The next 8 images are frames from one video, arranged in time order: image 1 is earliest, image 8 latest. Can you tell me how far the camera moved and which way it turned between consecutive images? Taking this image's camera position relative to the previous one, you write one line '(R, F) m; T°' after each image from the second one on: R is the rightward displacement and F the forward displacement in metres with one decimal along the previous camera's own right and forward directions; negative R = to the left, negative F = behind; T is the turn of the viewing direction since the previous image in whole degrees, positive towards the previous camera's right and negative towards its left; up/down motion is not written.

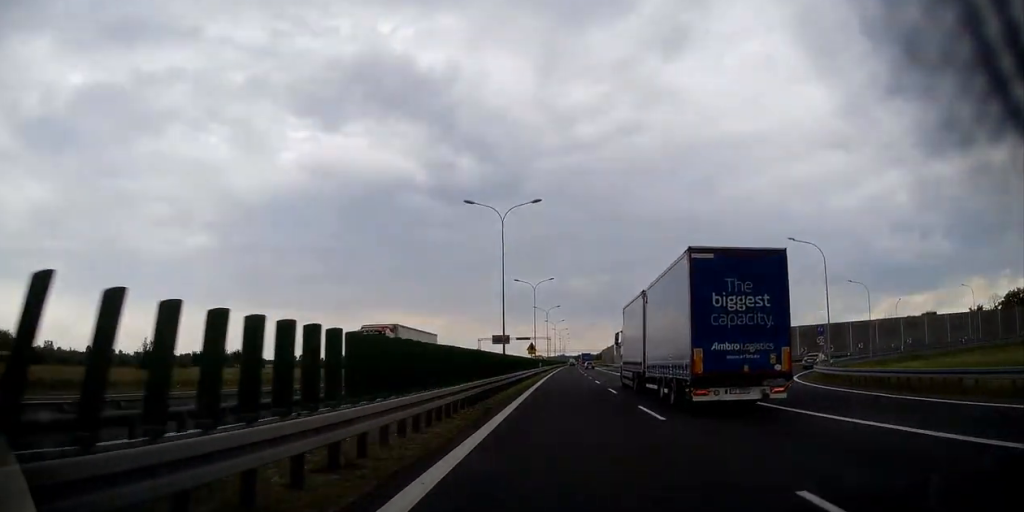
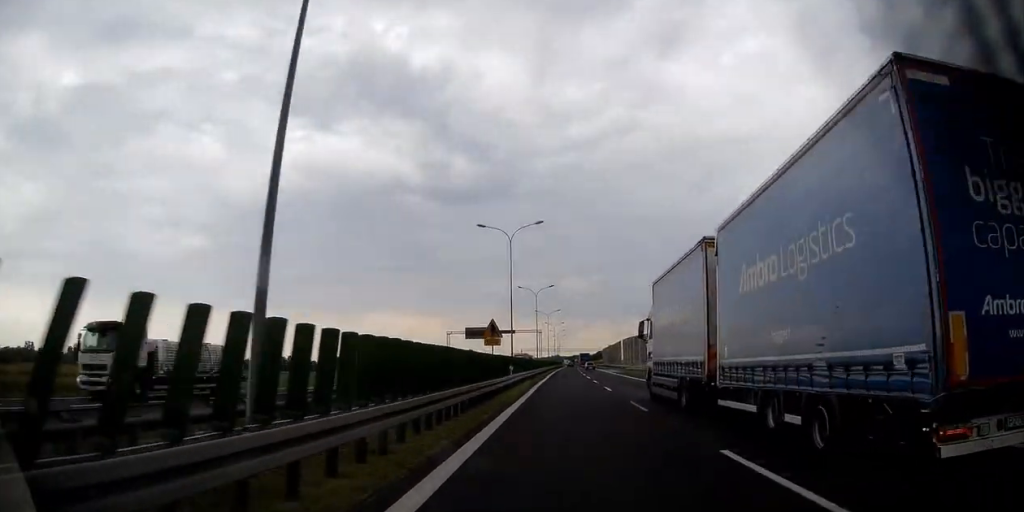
(+0.4, +33.1) m; +1°
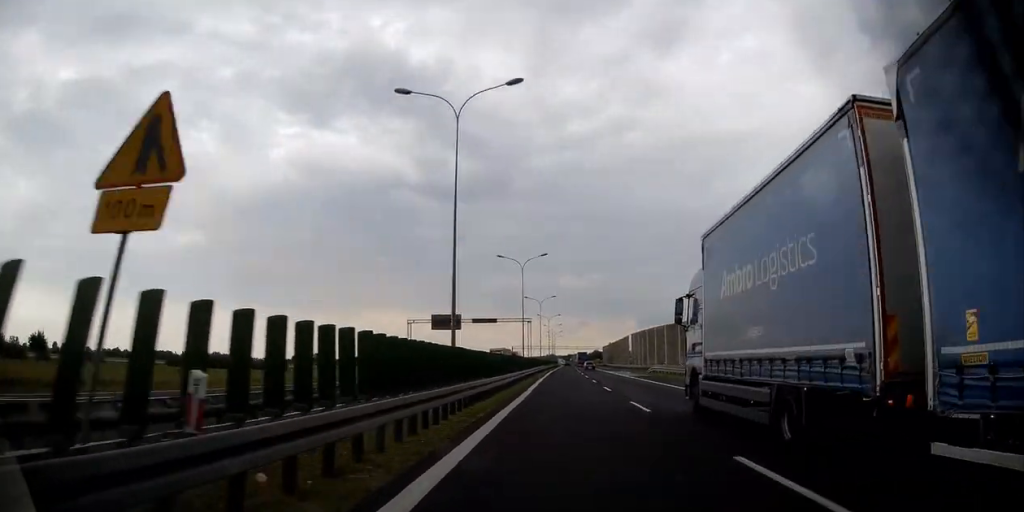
(+0.1, +24.9) m; 0°
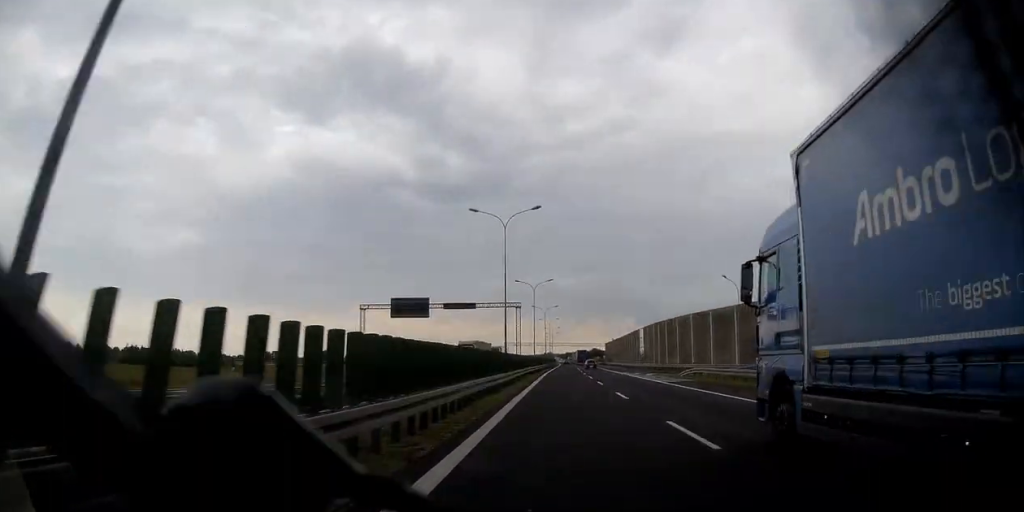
(0.0, +17.8) m; 0°
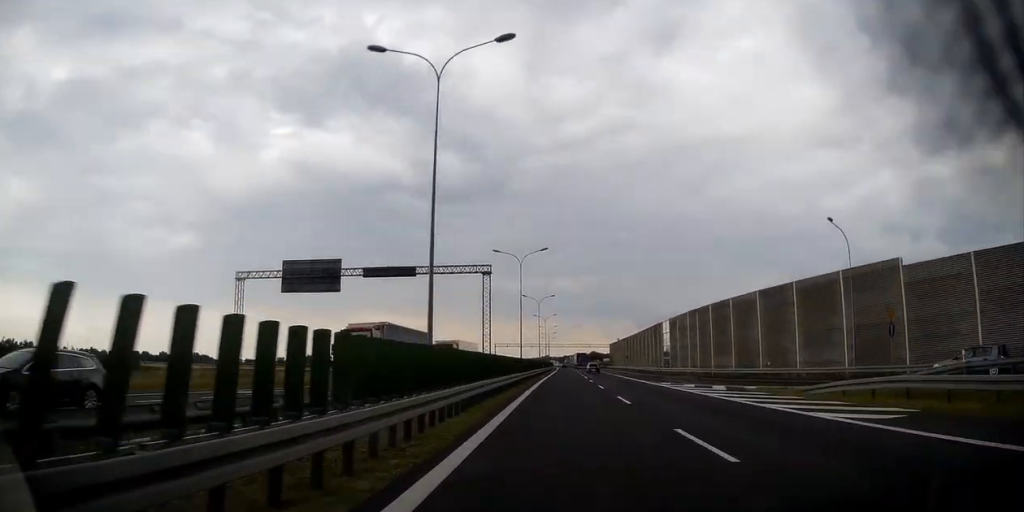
(0.0, +25.0) m; 0°
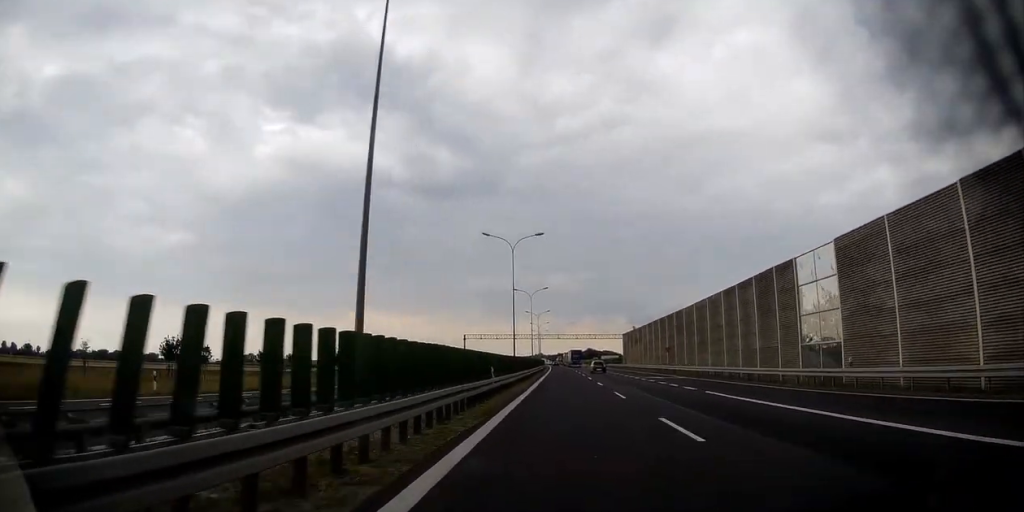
(+0.2, +46.4) m; +1°
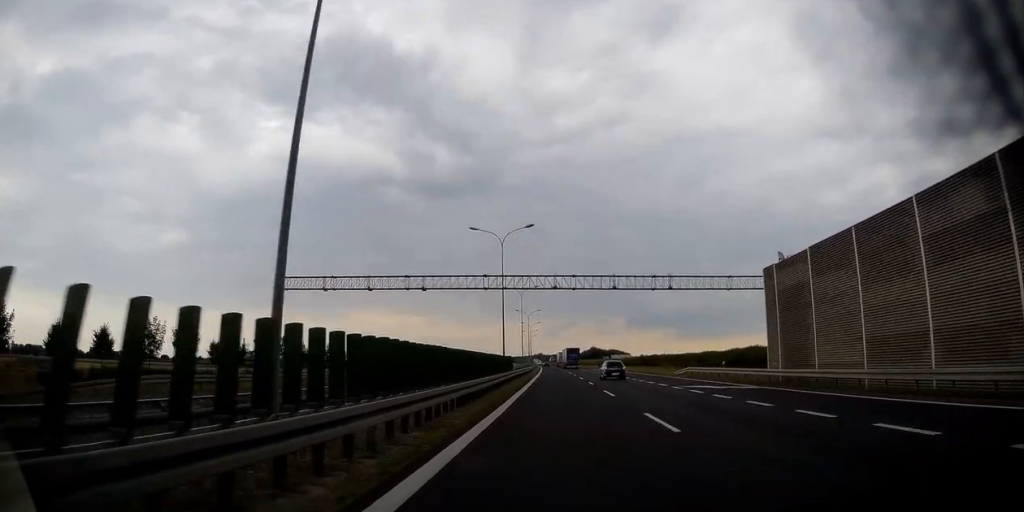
(+0.8, +83.0) m; 0°
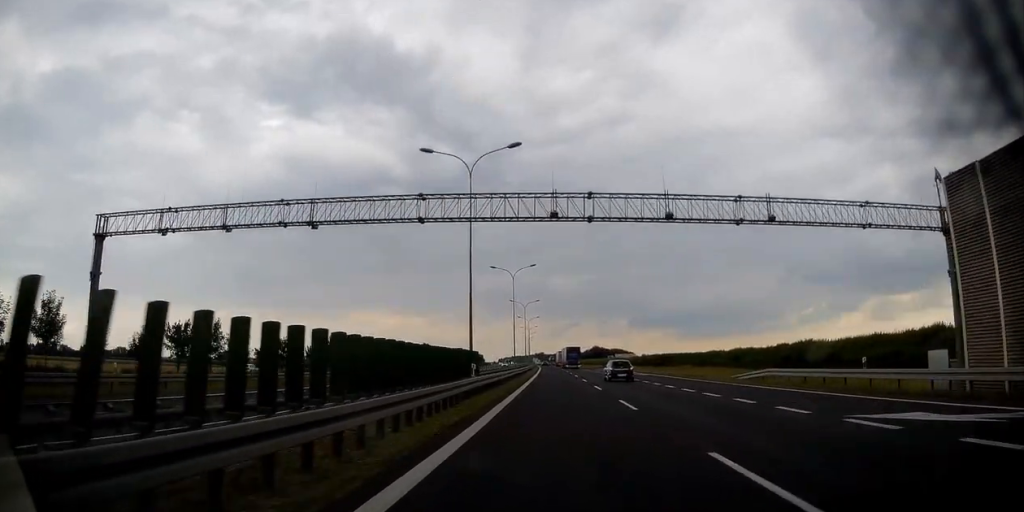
(+0.1, +19.0) m; 0°
